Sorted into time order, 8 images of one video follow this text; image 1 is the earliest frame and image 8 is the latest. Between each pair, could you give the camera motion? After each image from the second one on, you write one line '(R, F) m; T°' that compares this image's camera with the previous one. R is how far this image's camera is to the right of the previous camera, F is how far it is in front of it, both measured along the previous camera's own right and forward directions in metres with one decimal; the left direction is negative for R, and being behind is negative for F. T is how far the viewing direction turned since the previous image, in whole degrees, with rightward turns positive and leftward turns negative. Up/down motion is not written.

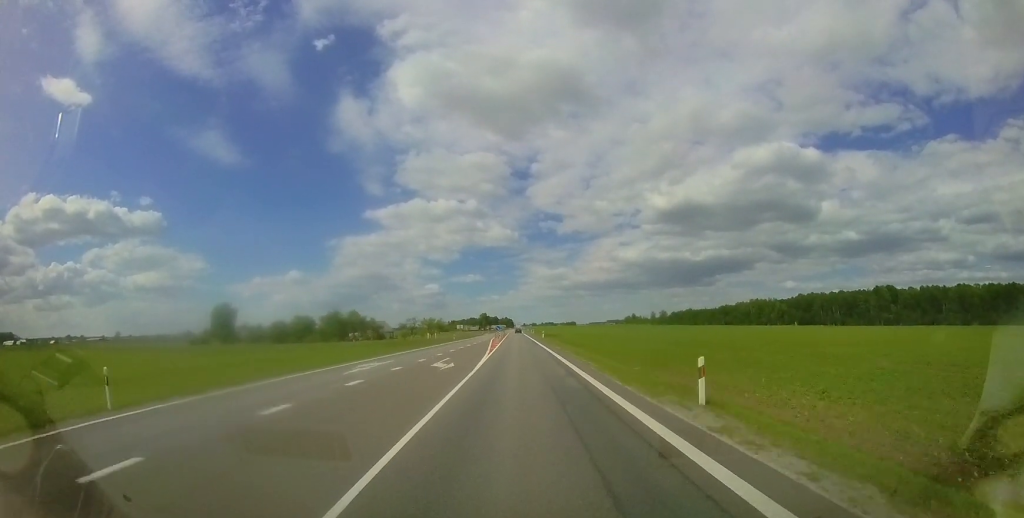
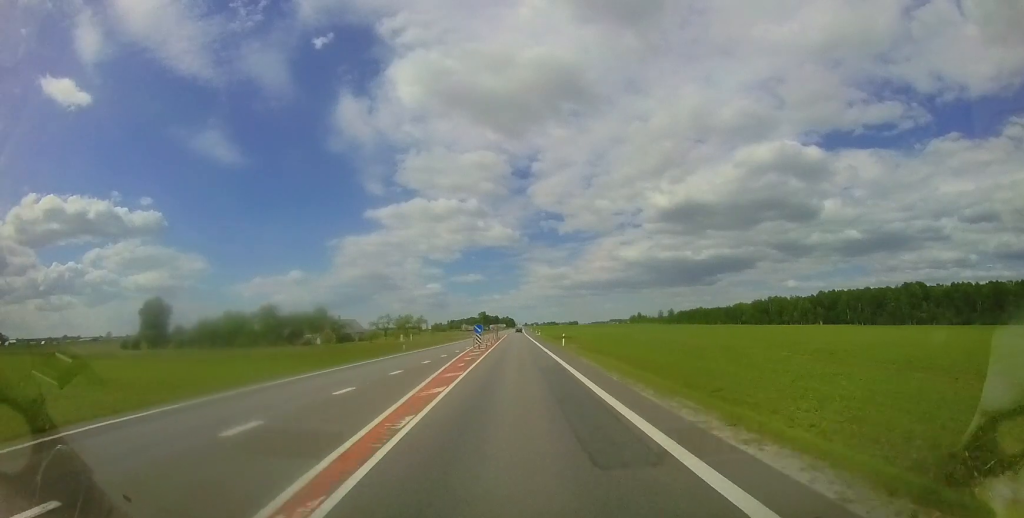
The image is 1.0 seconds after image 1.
(+0.2, +25.8) m; 0°
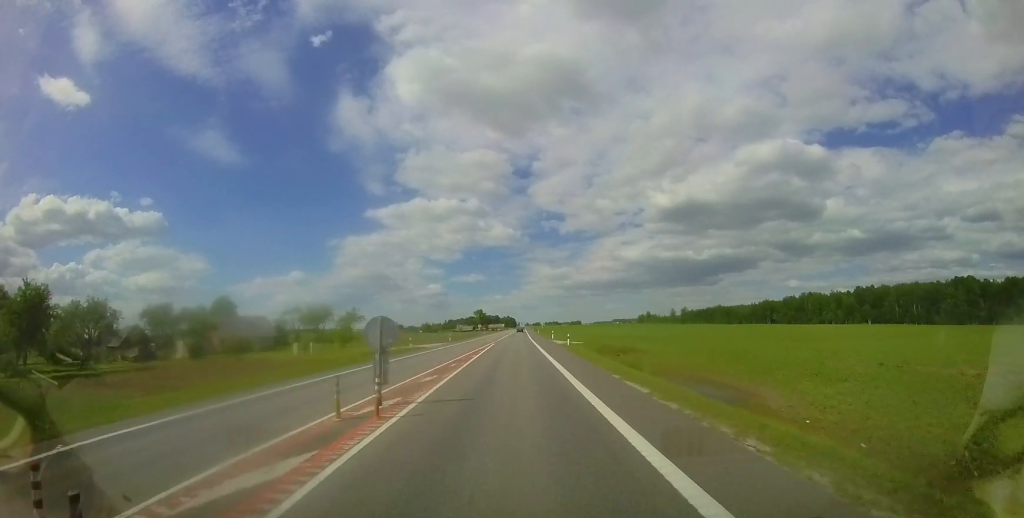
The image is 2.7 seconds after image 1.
(0.0, +40.7) m; 0°
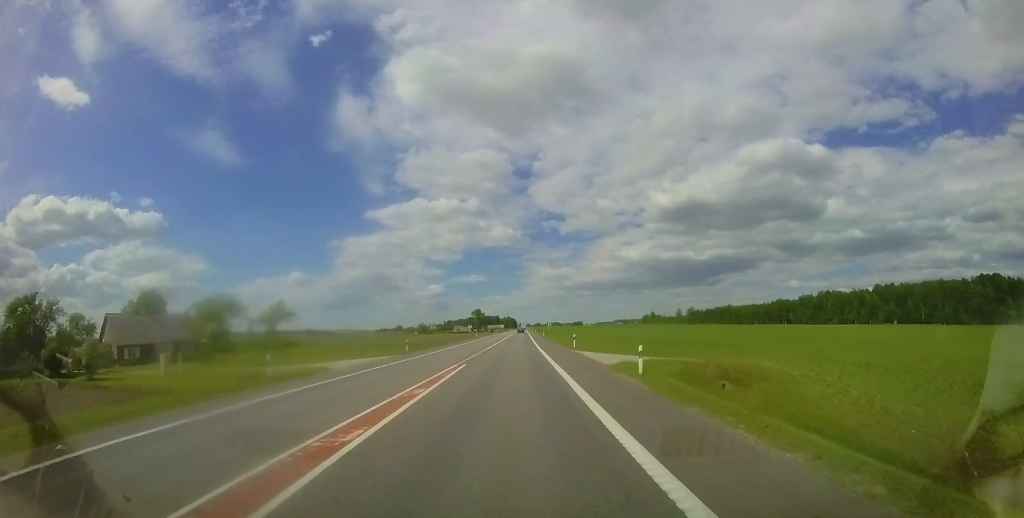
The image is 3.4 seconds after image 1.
(+0.1, +19.0) m; 0°
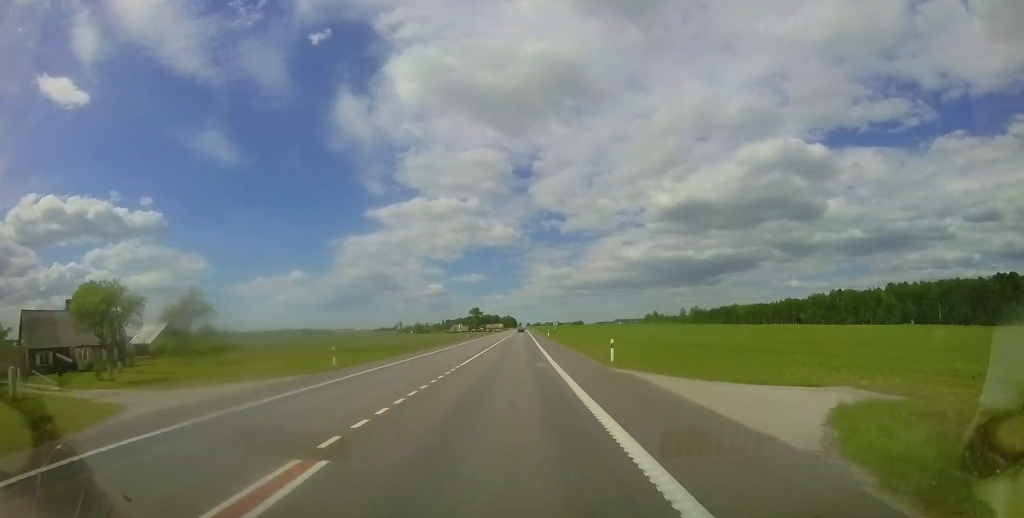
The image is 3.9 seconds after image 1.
(-0.1, +11.6) m; 0°
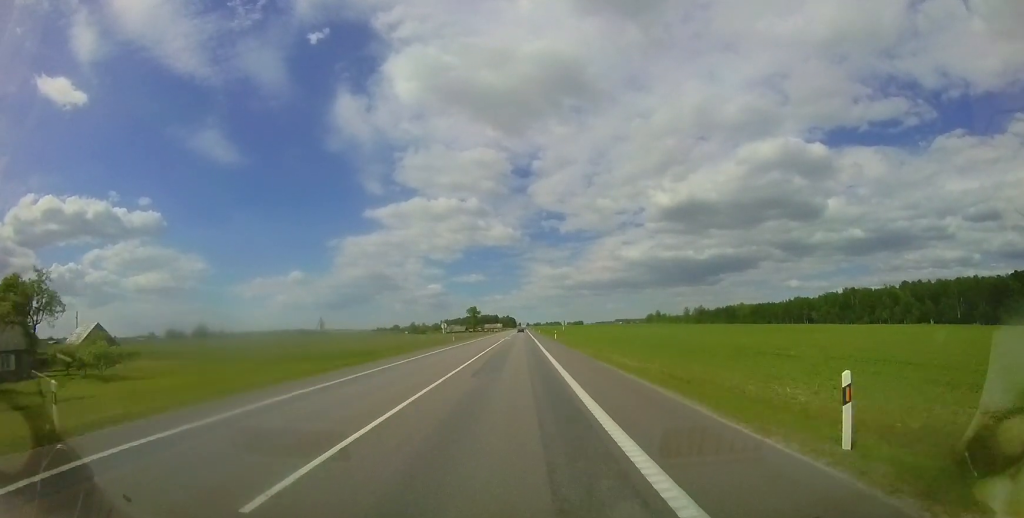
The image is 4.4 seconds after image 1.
(0.0, +12.7) m; 0°
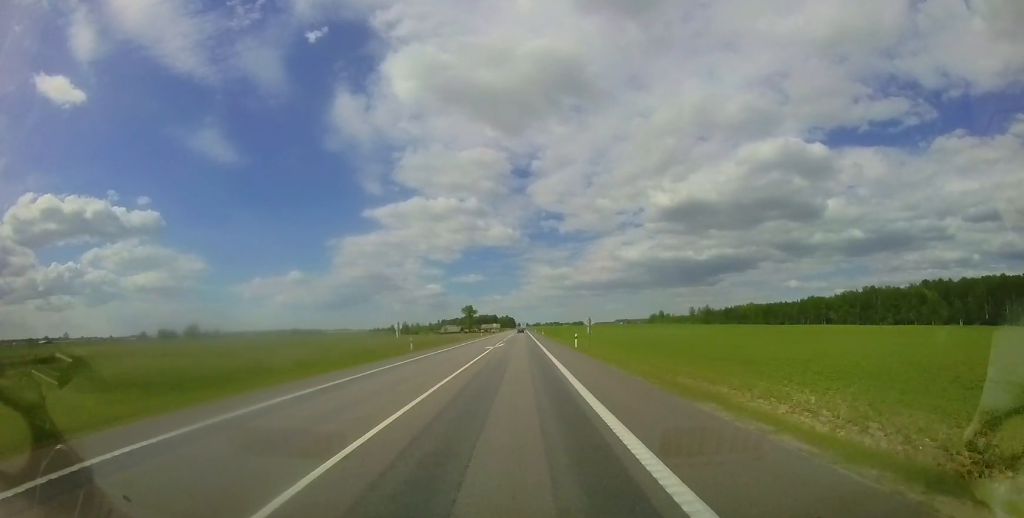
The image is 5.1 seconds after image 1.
(+0.2, +18.1) m; 0°
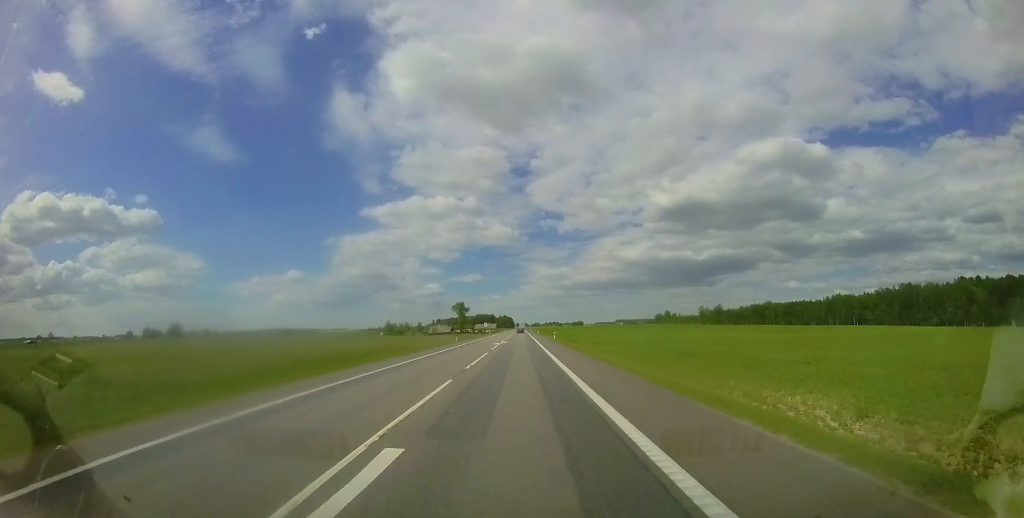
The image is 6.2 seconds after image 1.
(-0.2, +29.0) m; 0°
